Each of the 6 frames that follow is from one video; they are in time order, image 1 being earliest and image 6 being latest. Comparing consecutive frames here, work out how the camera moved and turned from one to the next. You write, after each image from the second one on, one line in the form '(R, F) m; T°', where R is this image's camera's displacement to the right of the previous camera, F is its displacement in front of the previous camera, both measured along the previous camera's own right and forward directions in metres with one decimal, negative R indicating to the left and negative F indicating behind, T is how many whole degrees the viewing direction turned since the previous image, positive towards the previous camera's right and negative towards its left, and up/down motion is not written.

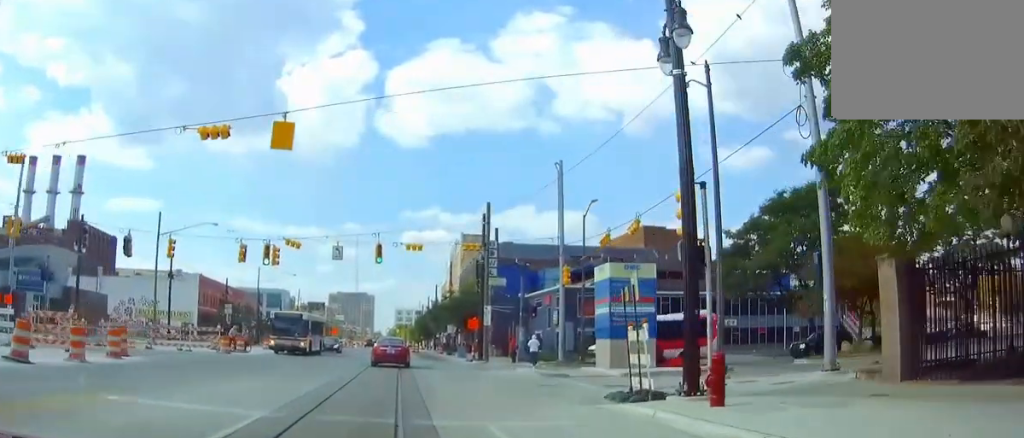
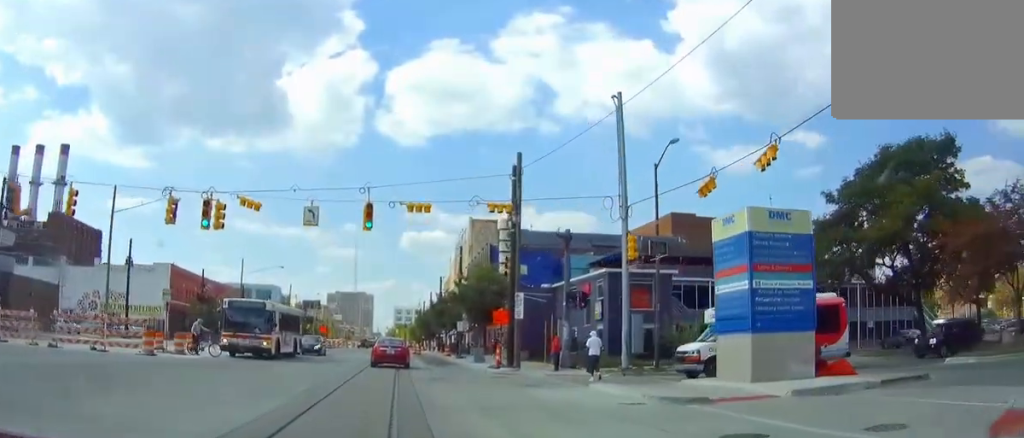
(0.0, +12.9) m; 0°
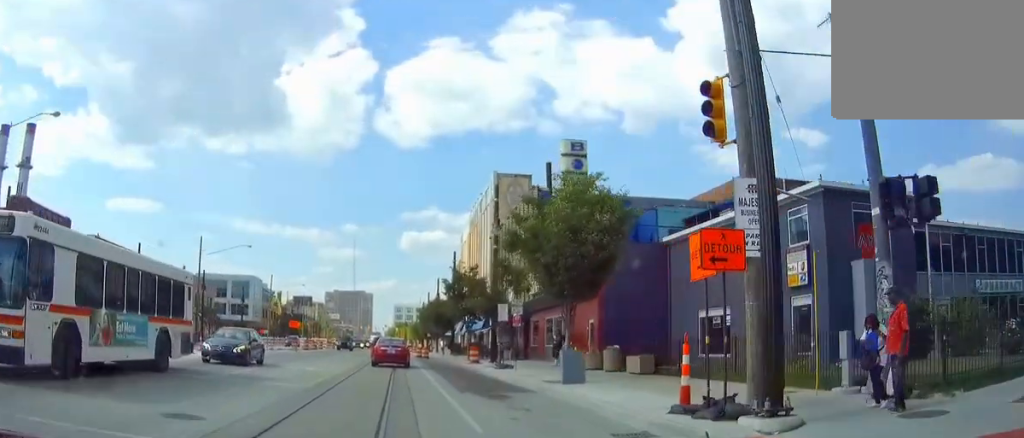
(+0.4, +25.1) m; +3°
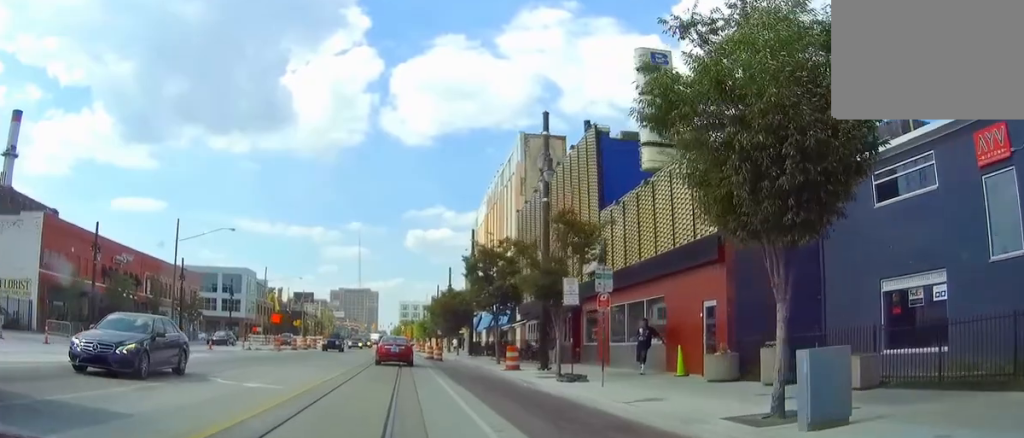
(+0.2, +13.3) m; 0°
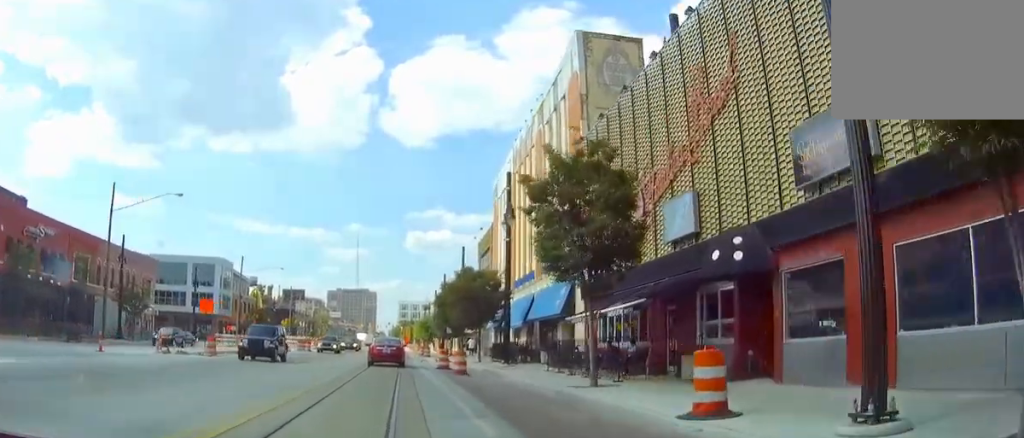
(-0.7, +19.3) m; -3°
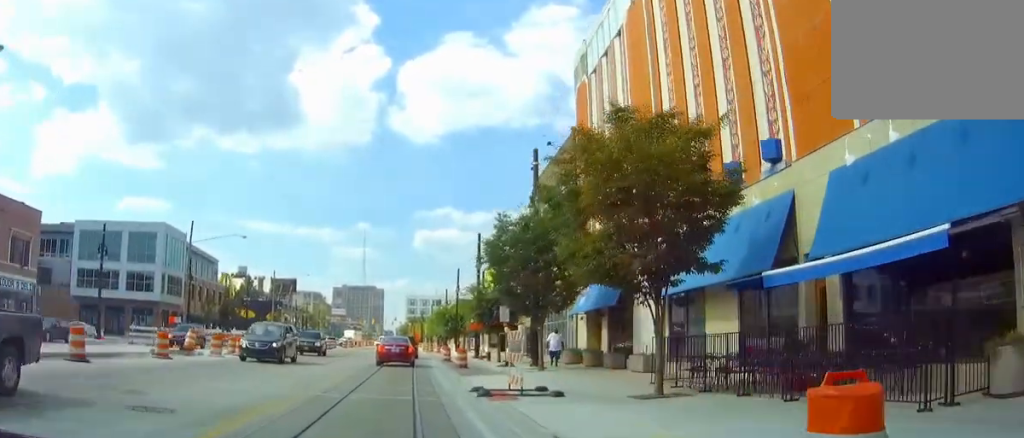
(+0.4, +29.1) m; +2°
